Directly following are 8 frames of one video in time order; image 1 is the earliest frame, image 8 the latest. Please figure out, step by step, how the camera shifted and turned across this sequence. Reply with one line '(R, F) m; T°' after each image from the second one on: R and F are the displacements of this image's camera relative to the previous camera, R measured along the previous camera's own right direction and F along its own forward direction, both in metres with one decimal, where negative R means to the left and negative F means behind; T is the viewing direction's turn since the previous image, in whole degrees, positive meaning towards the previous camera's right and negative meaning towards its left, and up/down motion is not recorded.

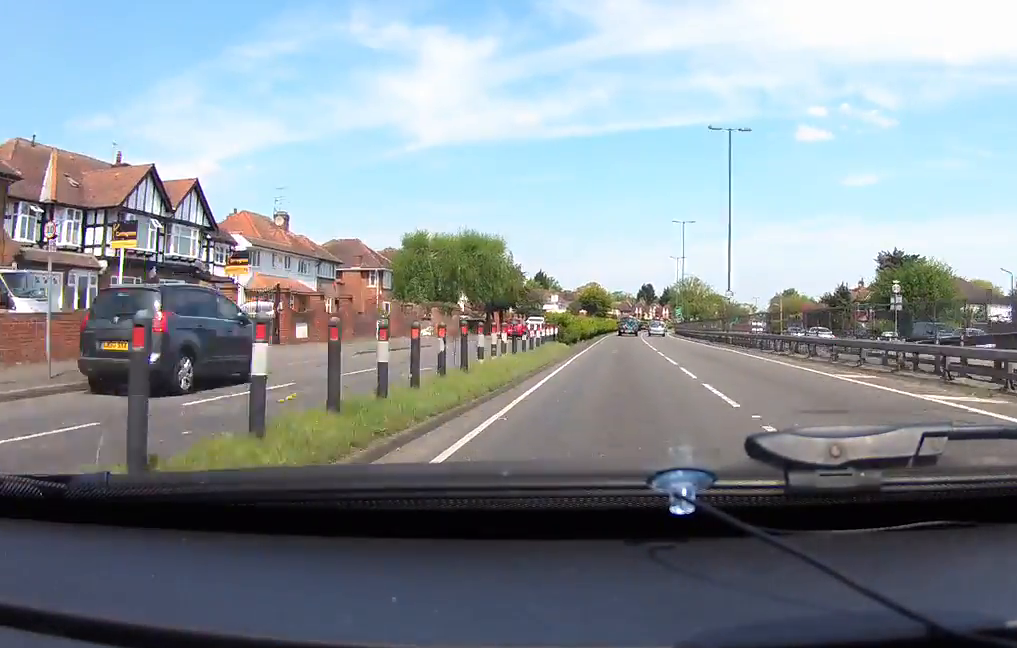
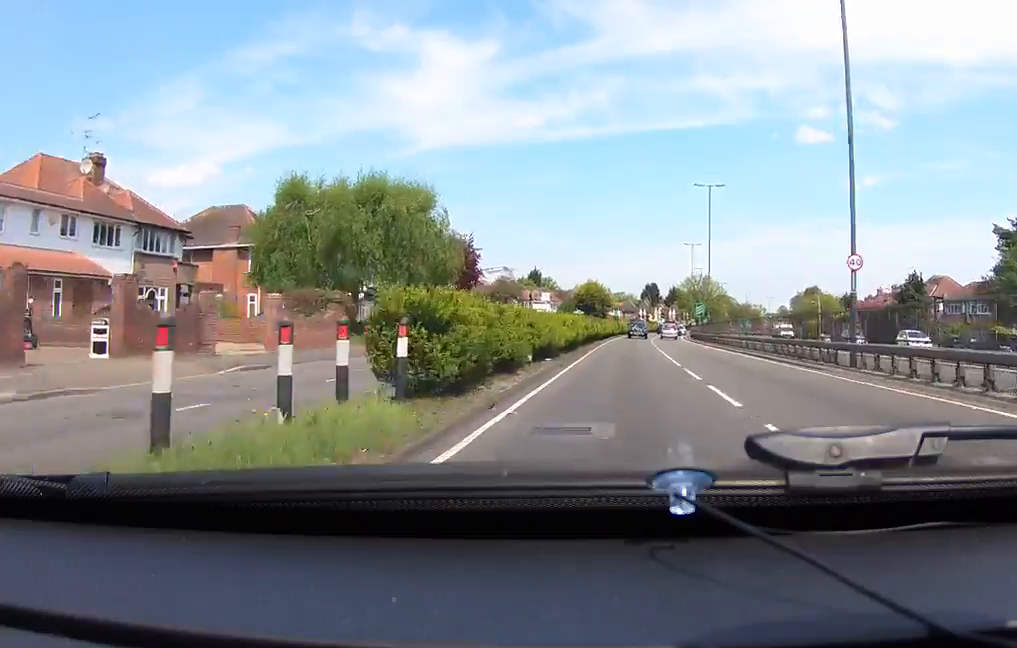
(0.0, +23.8) m; 0°
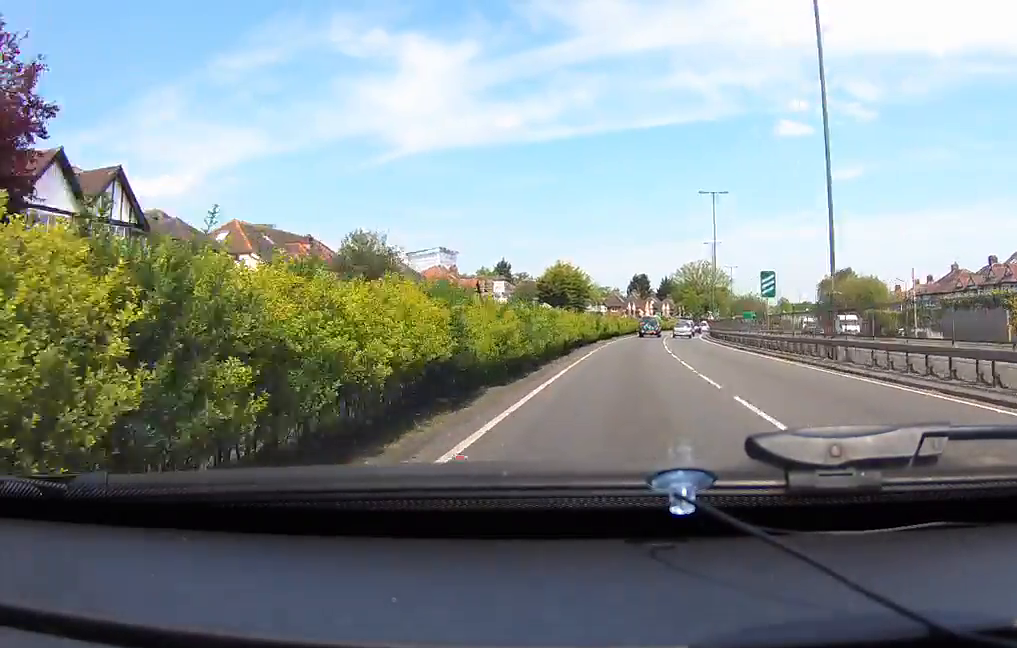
(0.0, +39.5) m; 0°
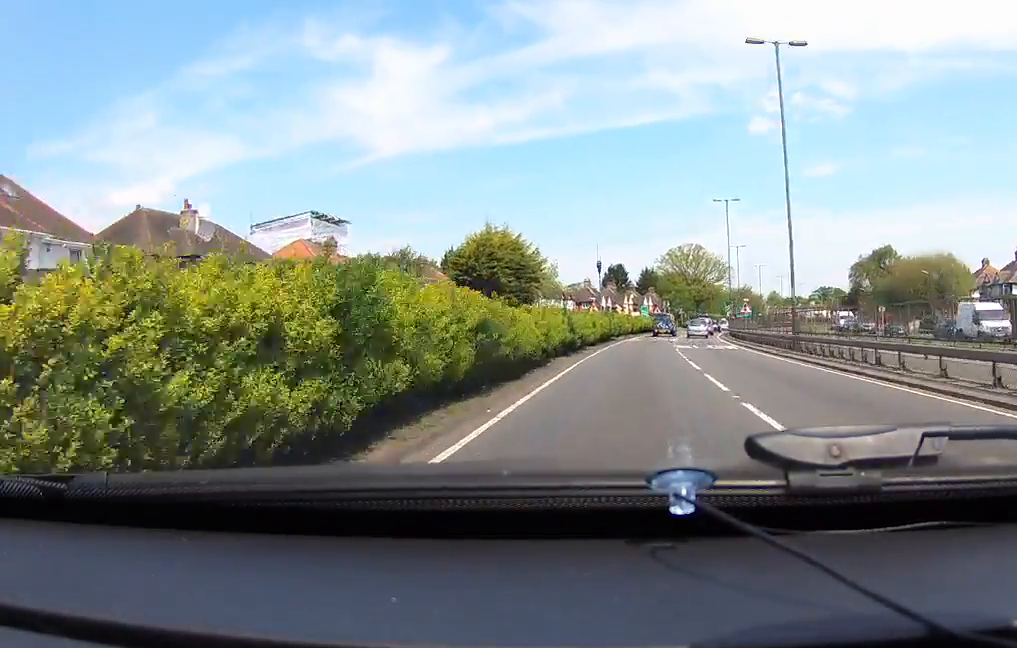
(+1.1, +37.5) m; +4°
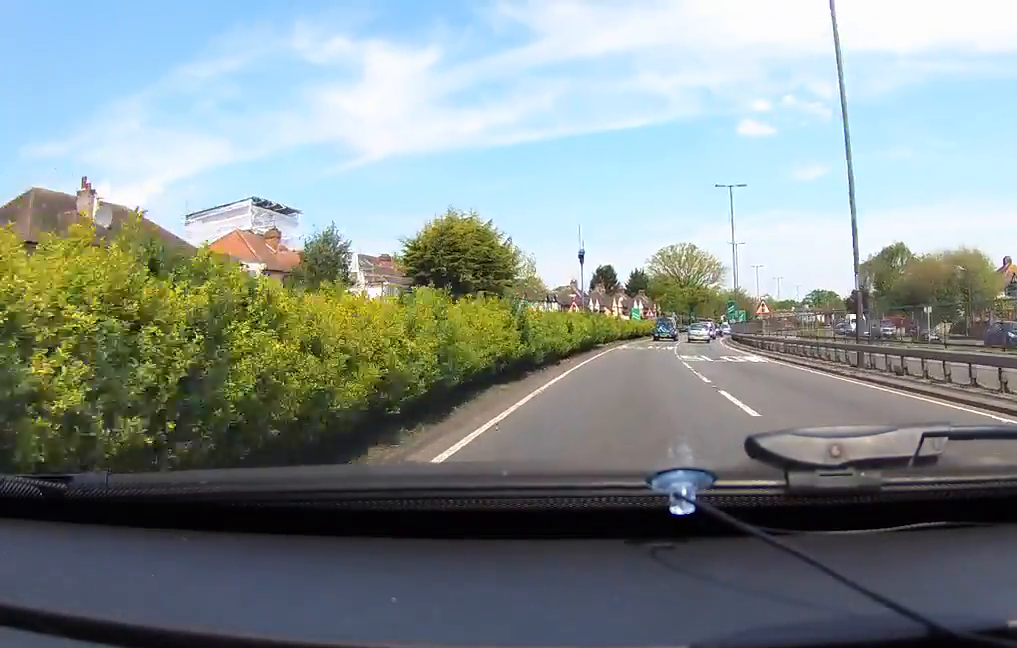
(0.0, +9.8) m; 0°
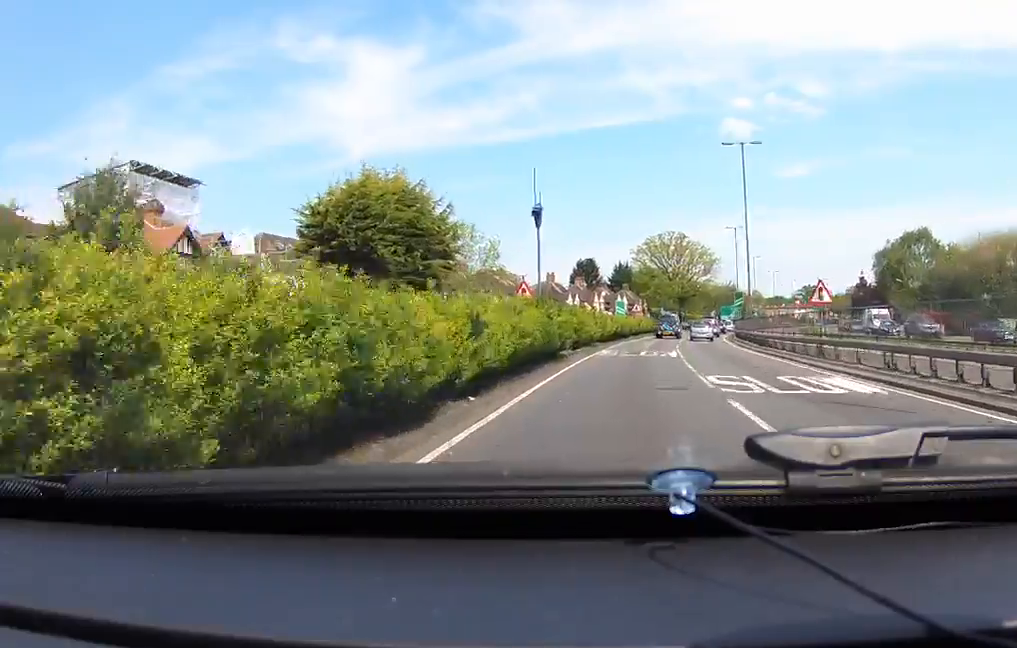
(0.0, +14.5) m; 0°
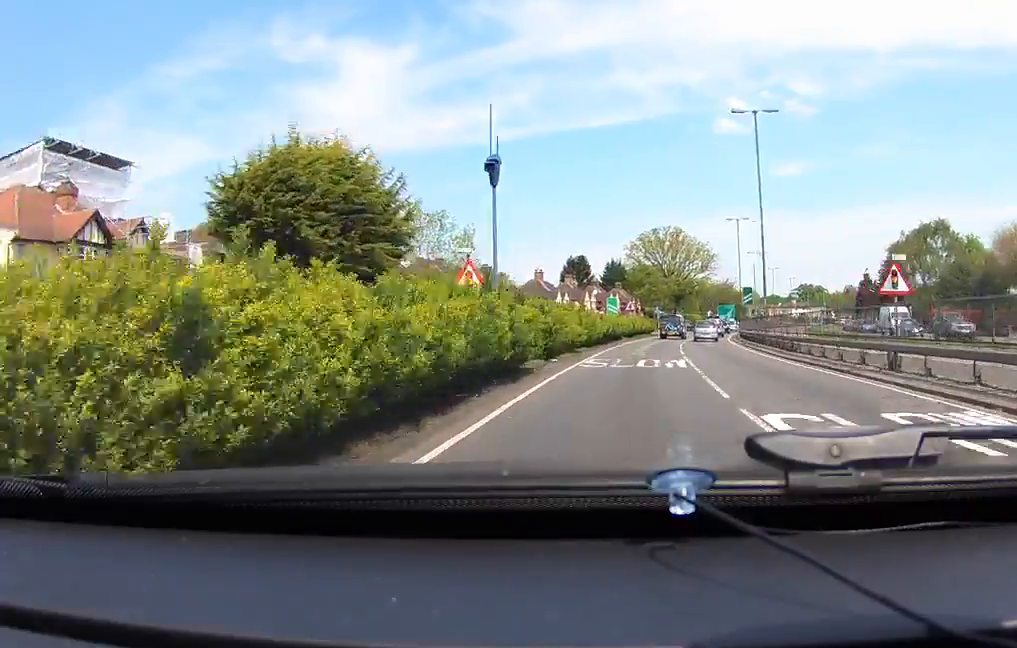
(0.0, +7.8) m; 0°
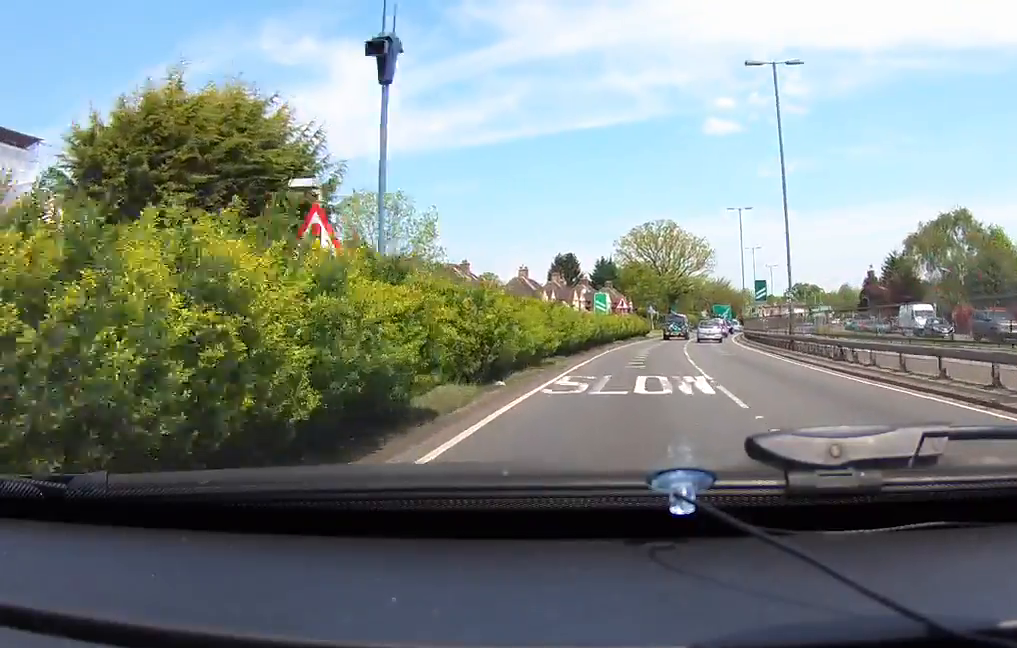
(0.0, +8.4) m; +1°
